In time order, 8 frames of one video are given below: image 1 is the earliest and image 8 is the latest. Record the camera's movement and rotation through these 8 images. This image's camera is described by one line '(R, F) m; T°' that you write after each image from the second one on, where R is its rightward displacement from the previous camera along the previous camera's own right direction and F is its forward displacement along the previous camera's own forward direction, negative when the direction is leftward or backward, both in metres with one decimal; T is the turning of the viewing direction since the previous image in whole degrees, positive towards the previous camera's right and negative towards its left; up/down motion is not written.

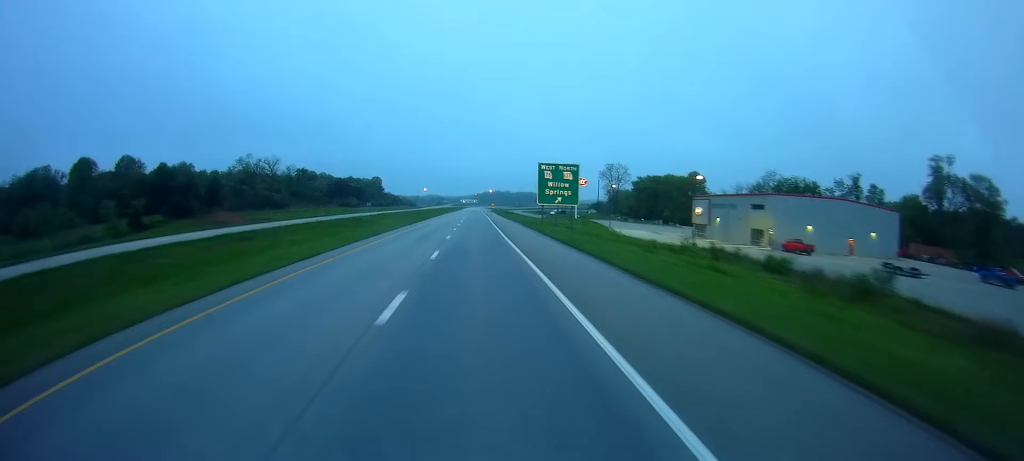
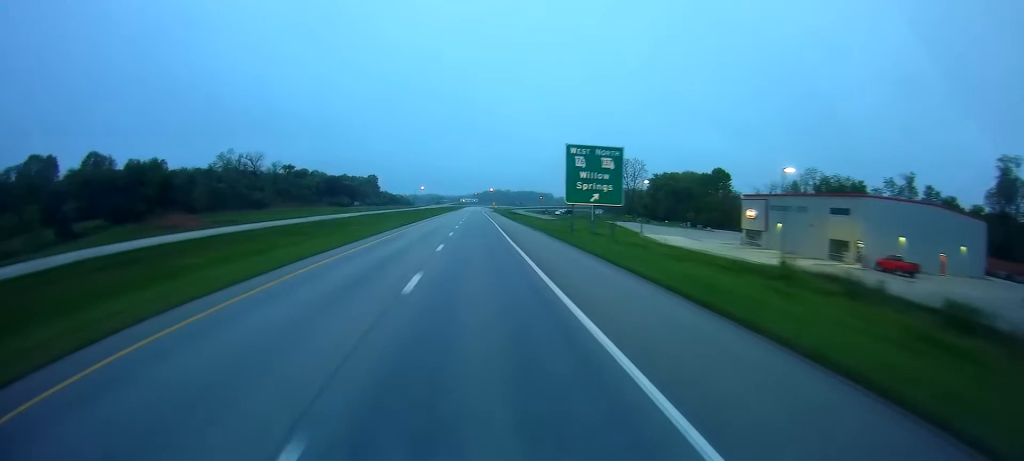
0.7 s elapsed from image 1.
(-0.2, +20.7) m; 0°
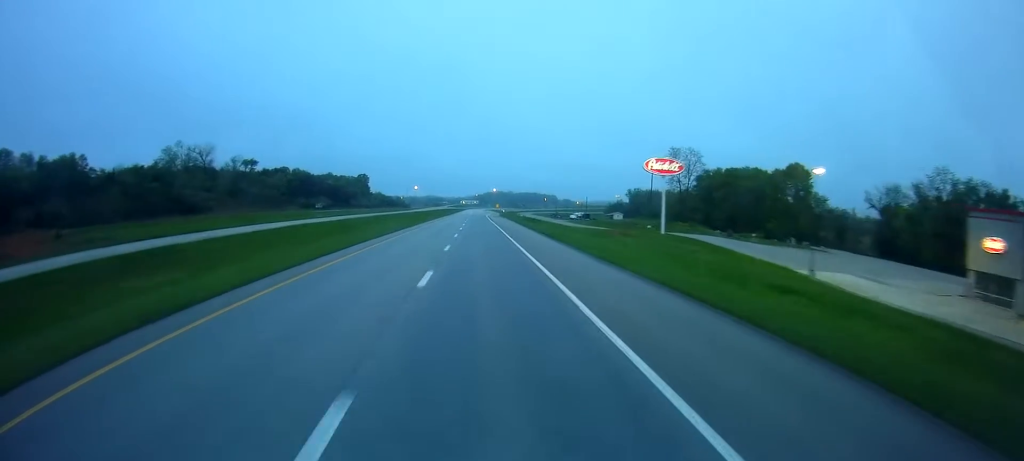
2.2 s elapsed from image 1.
(+0.1, +46.6) m; 0°
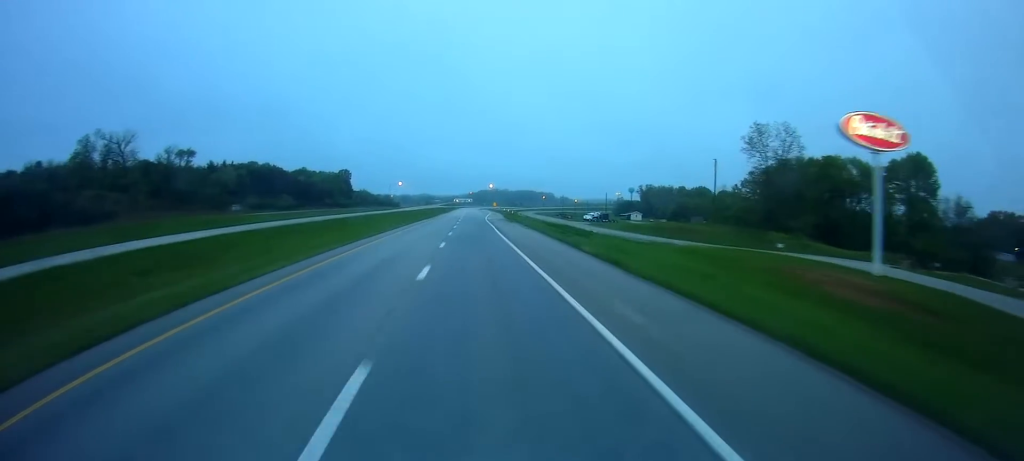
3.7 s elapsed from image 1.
(-0.3, +46.5) m; 0°
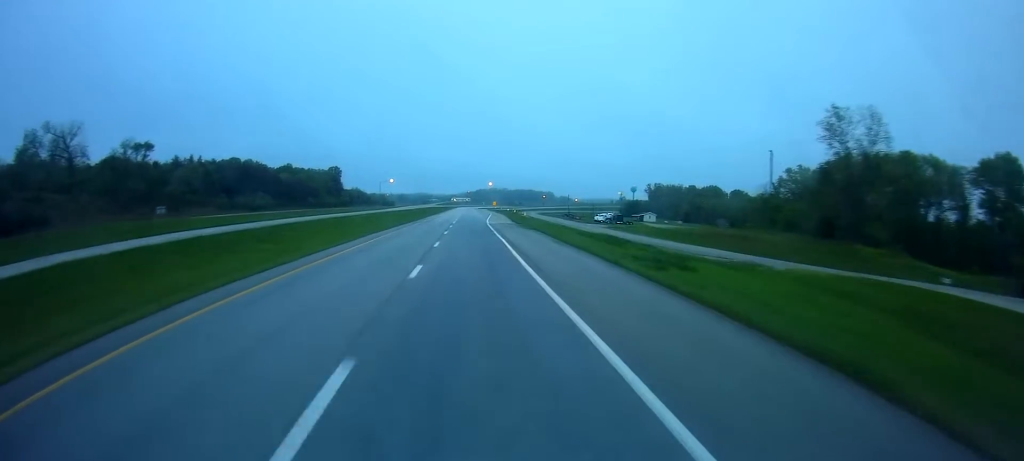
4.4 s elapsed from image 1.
(+0.1, +23.7) m; 0°
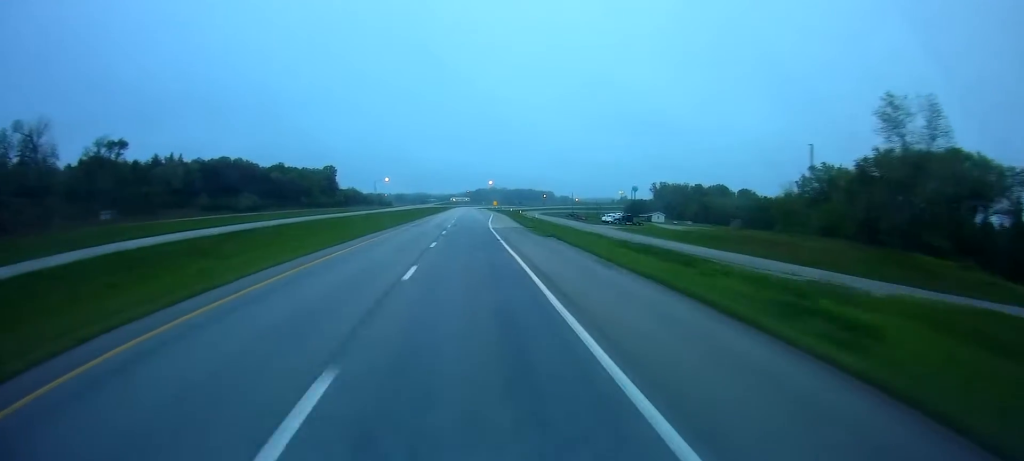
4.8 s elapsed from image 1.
(0.0, +12.3) m; 0°
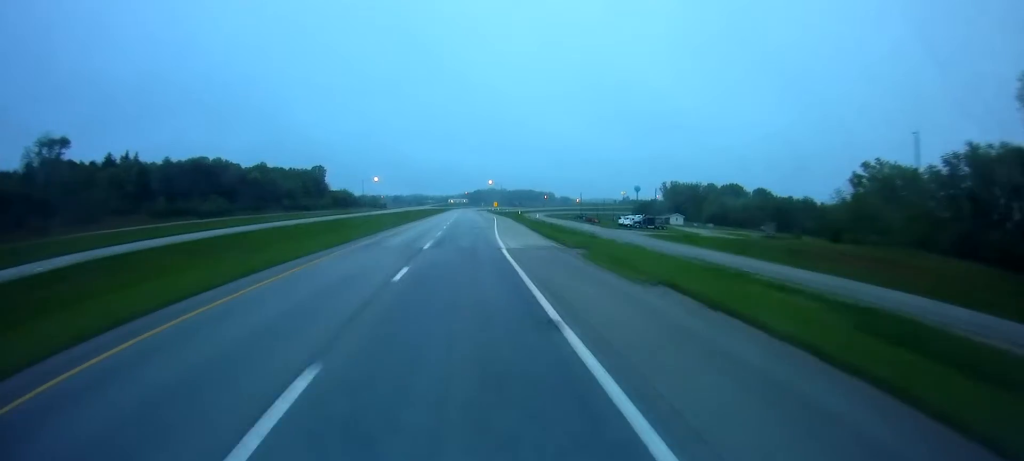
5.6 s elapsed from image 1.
(0.0, +23.7) m; 0°
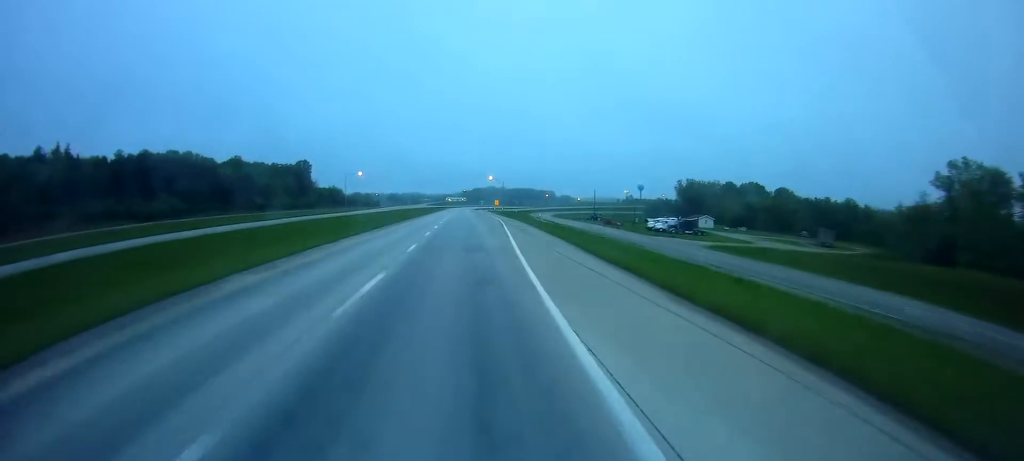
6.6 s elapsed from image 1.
(0.0, +29.7) m; 0°
